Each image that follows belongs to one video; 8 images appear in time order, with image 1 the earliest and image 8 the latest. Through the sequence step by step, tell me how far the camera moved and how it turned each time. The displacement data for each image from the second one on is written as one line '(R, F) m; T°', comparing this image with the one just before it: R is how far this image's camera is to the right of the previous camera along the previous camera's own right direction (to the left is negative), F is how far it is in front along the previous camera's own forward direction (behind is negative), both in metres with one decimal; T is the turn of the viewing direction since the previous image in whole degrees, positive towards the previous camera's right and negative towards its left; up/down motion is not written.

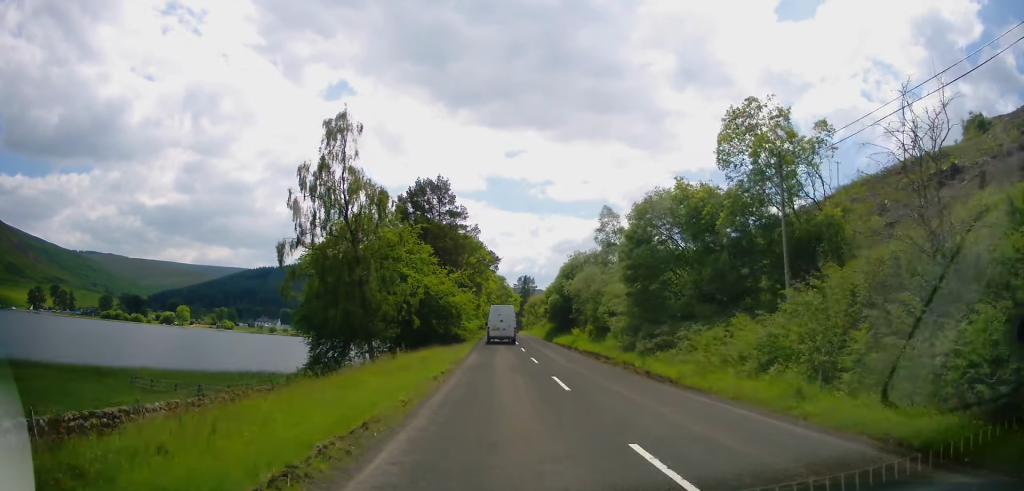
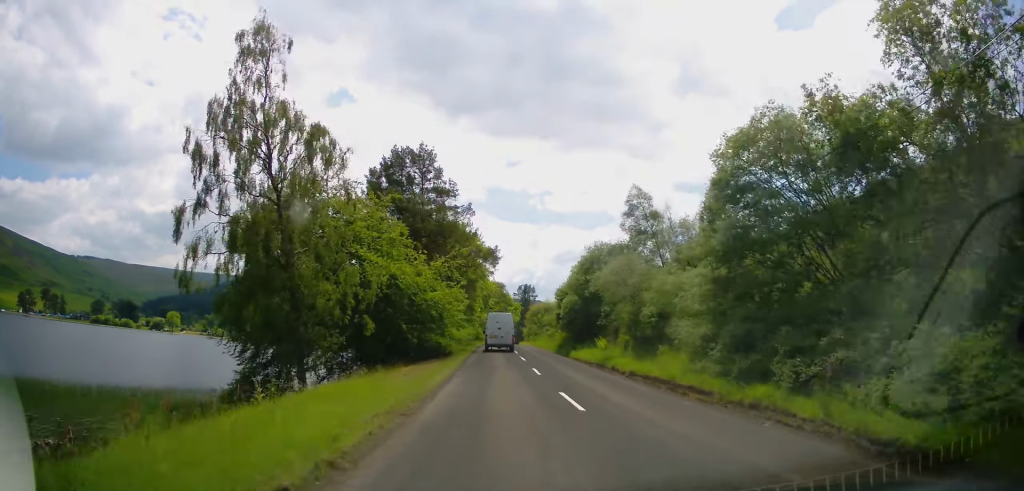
(+0.2, +11.9) m; 0°
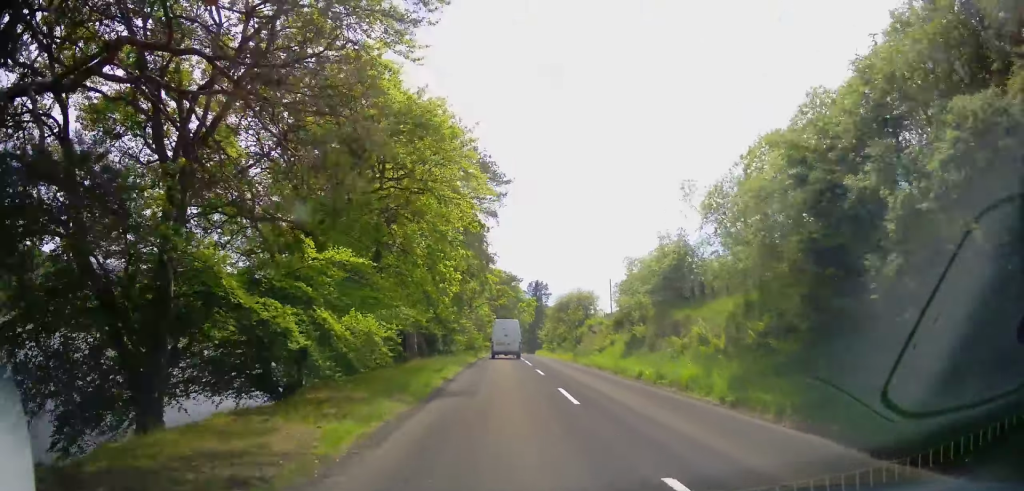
(-0.9, +36.3) m; -1°
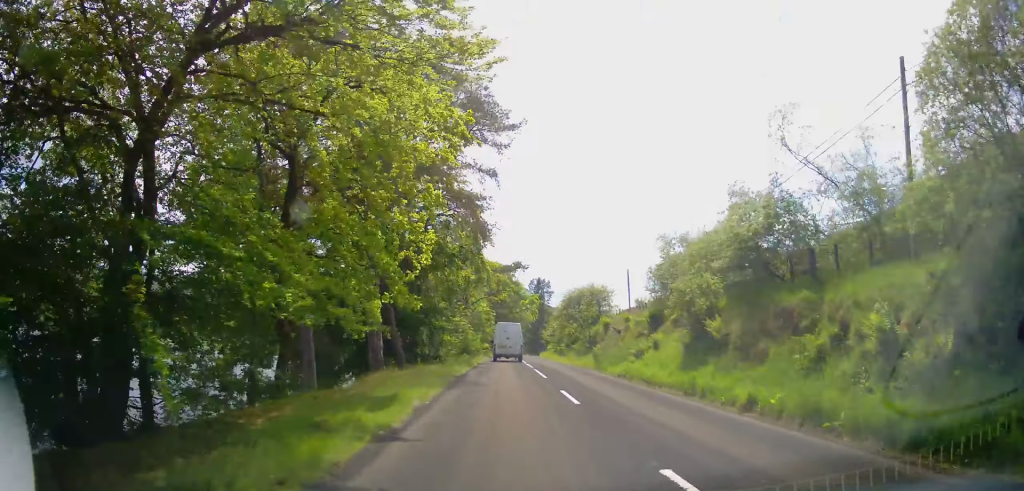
(+0.2, +9.0) m; +1°
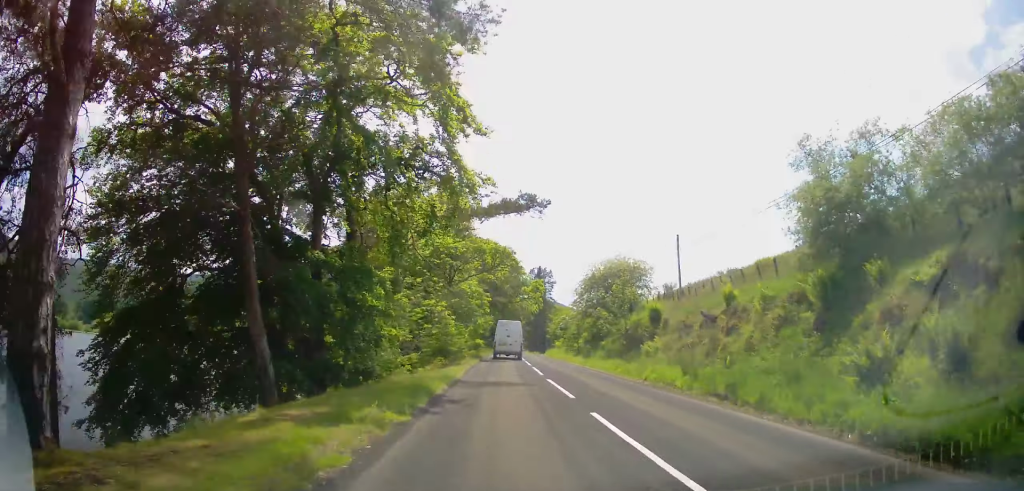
(+0.1, +16.9) m; 0°
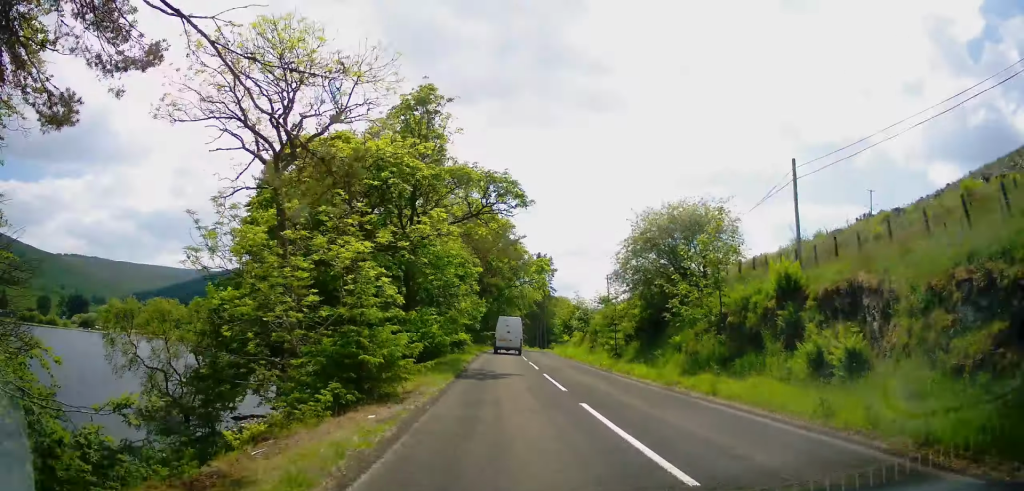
(0.0, +17.3) m; 0°
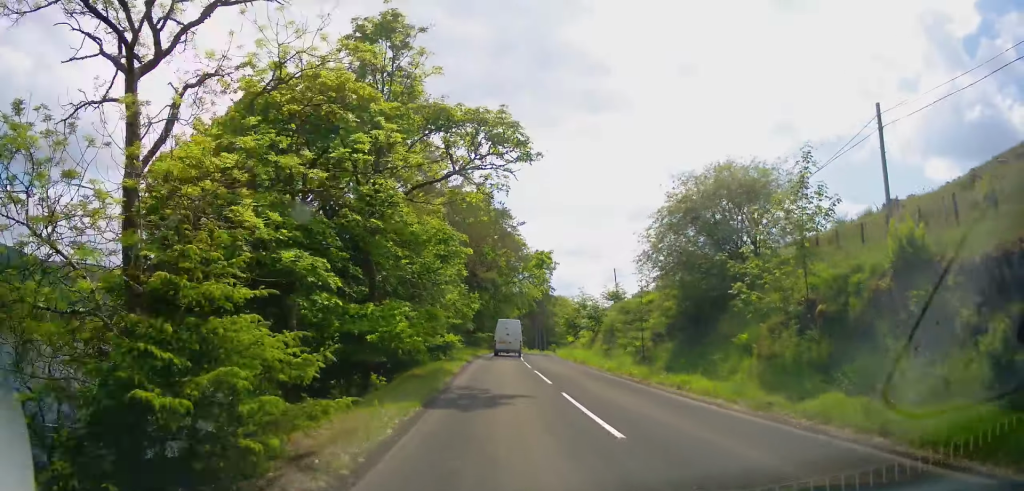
(0.0, +6.7) m; 0°
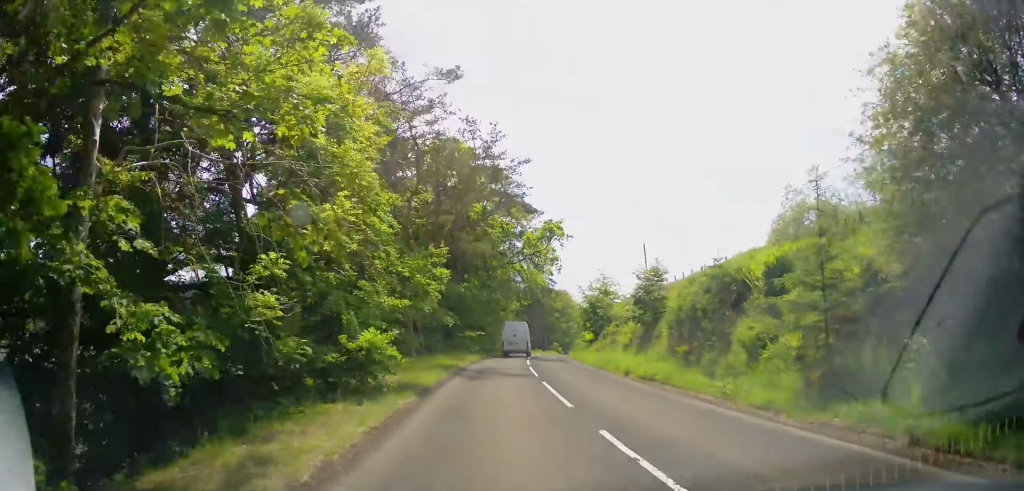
(0.0, +15.3) m; 0°
